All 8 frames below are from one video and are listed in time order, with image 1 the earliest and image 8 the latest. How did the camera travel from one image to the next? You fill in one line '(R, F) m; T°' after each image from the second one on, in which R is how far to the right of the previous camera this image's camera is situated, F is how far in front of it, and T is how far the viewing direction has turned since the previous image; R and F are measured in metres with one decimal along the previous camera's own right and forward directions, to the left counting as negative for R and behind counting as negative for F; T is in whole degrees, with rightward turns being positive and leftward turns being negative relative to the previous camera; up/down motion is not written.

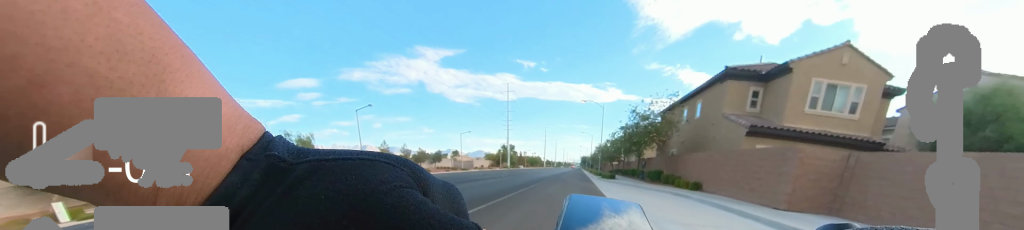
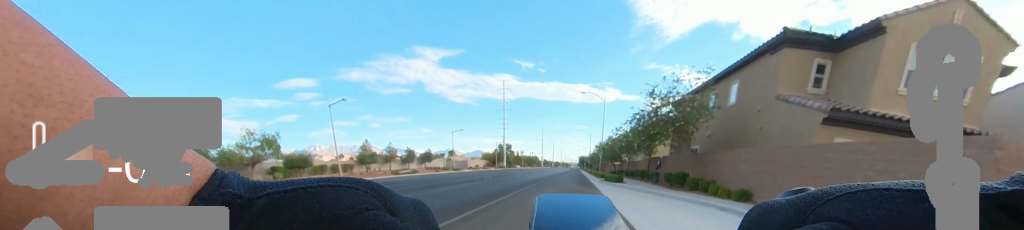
(0.0, +4.5) m; 0°
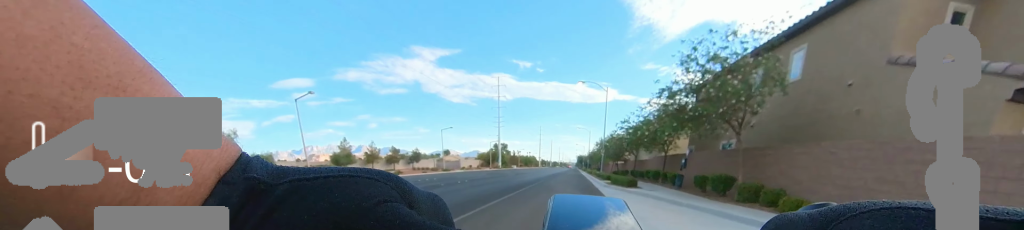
(0.0, +4.5) m; 0°
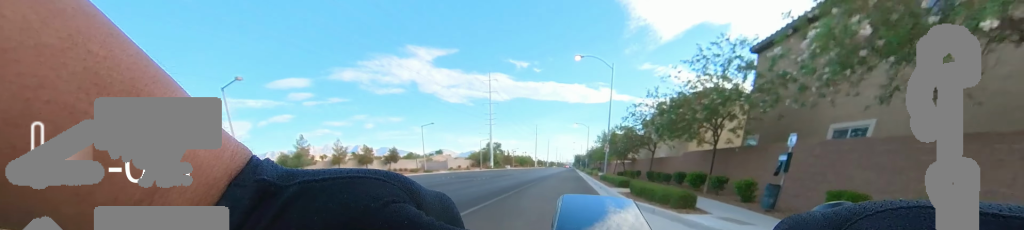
(0.0, +7.2) m; 0°
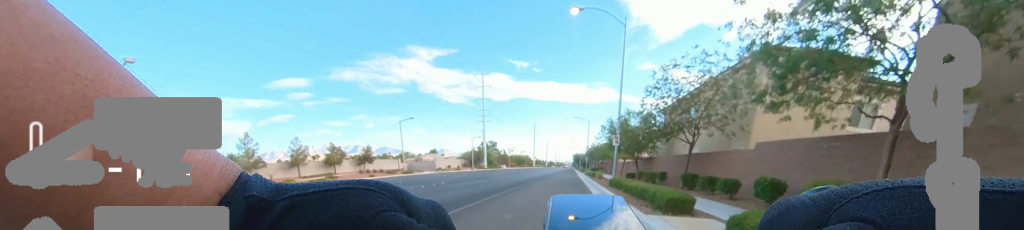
(0.0, +7.4) m; 0°
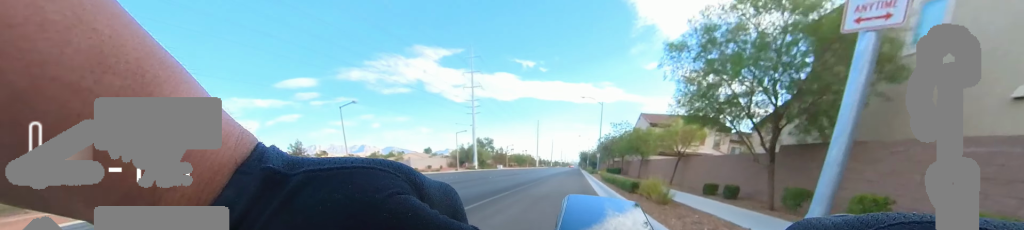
(0.0, +15.6) m; 0°
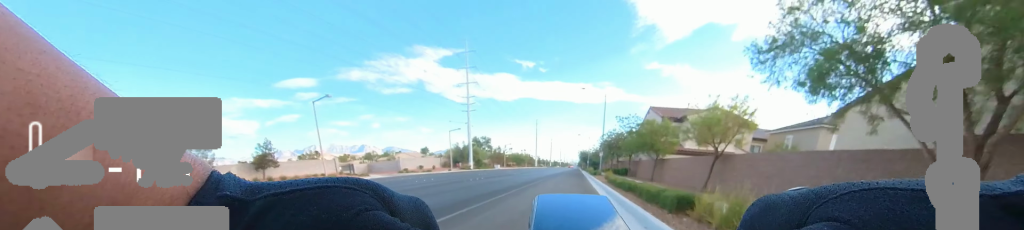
(0.0, +4.3) m; 0°
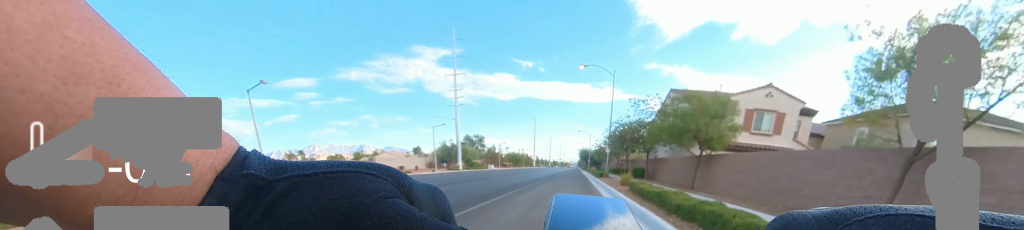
(0.0, +7.7) m; 0°
